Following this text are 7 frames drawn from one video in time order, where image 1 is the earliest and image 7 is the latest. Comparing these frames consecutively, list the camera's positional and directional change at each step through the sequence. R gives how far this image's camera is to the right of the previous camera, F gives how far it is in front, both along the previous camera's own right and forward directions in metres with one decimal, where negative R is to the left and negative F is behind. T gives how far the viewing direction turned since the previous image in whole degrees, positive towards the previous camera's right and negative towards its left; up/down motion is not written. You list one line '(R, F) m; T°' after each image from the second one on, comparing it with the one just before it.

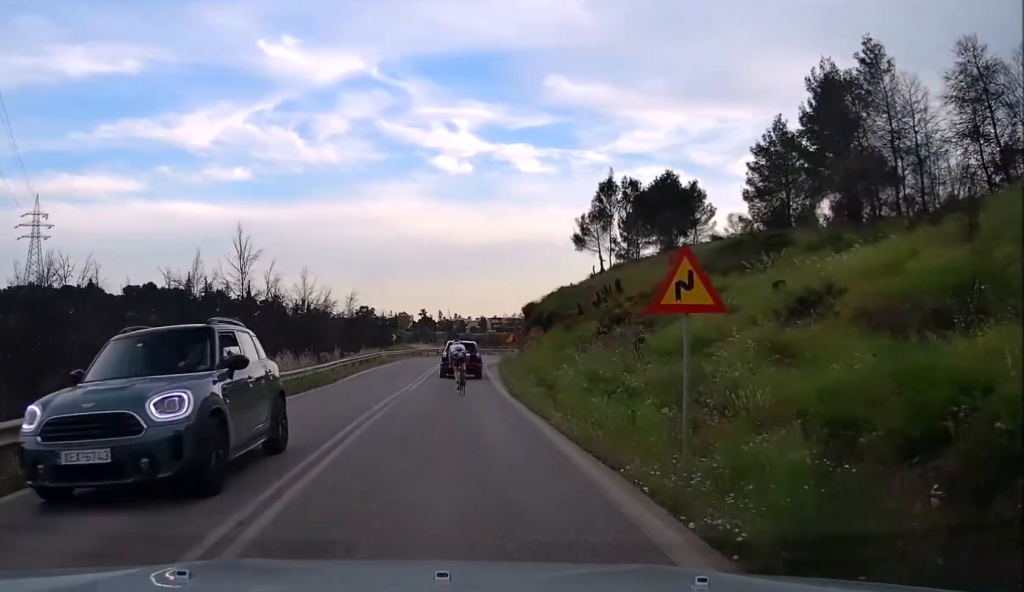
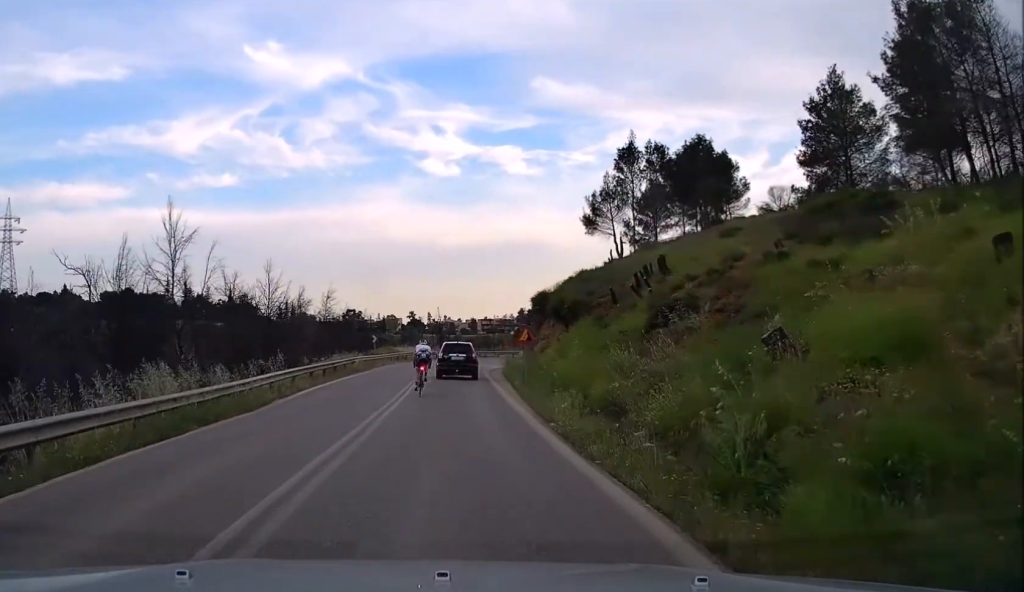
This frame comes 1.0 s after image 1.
(+0.3, +11.6) m; +1°
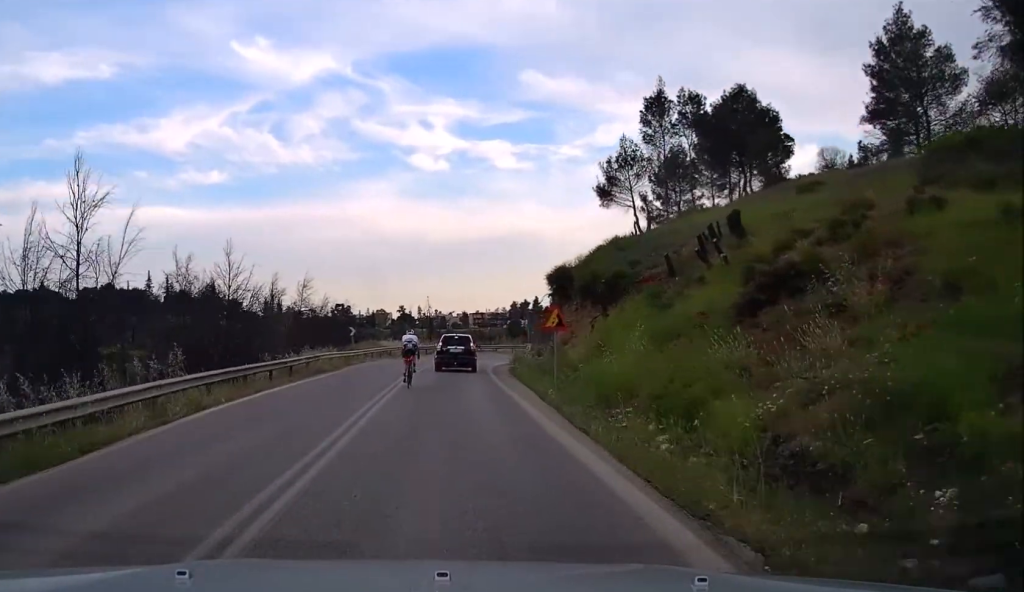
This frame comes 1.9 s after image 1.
(0.0, +10.1) m; 0°
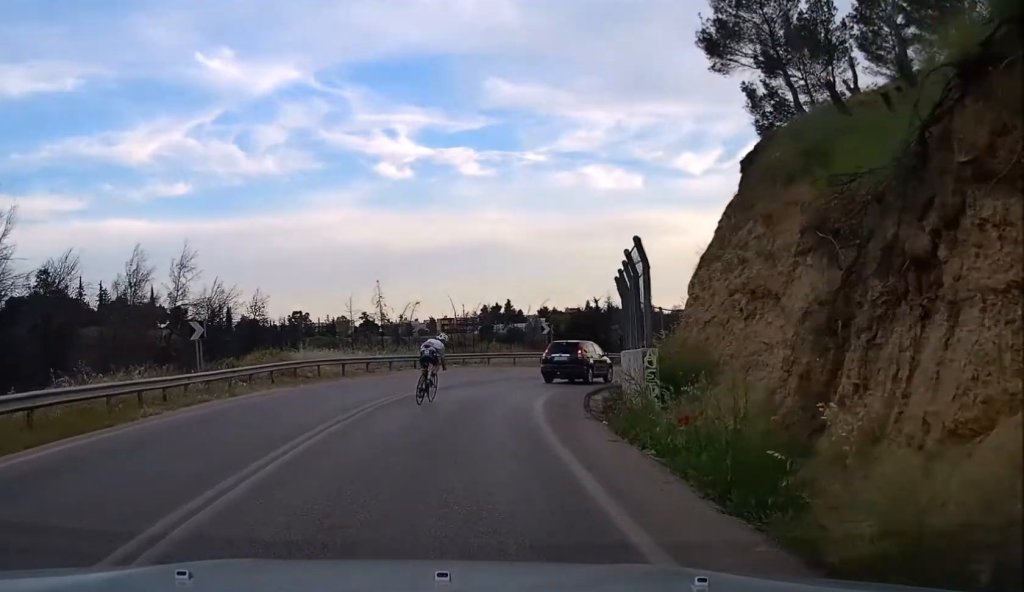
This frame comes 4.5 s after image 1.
(+1.0, +30.5) m; +4°
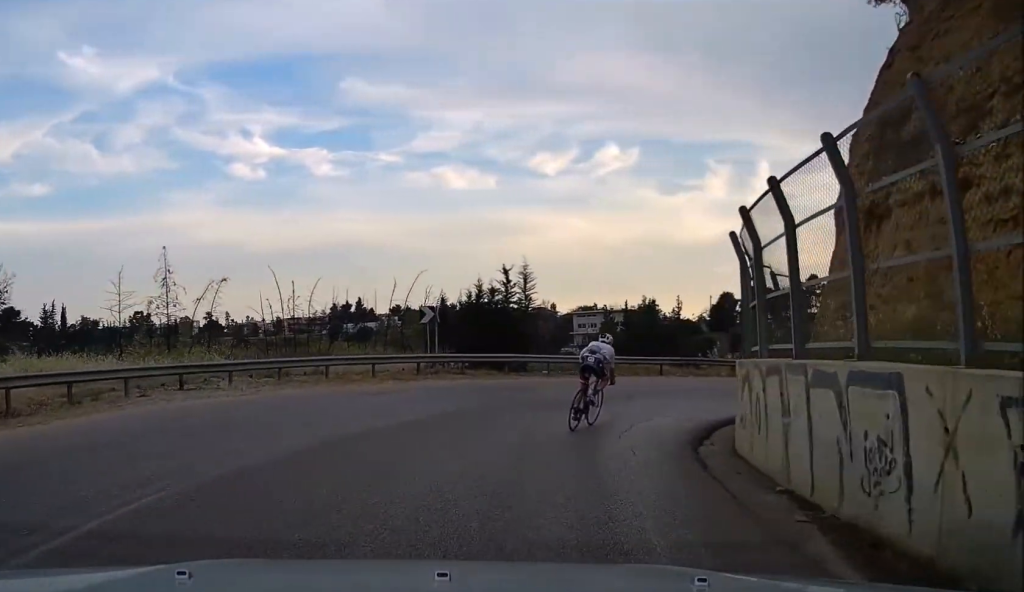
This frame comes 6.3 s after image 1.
(+0.9, +20.2) m; +8°
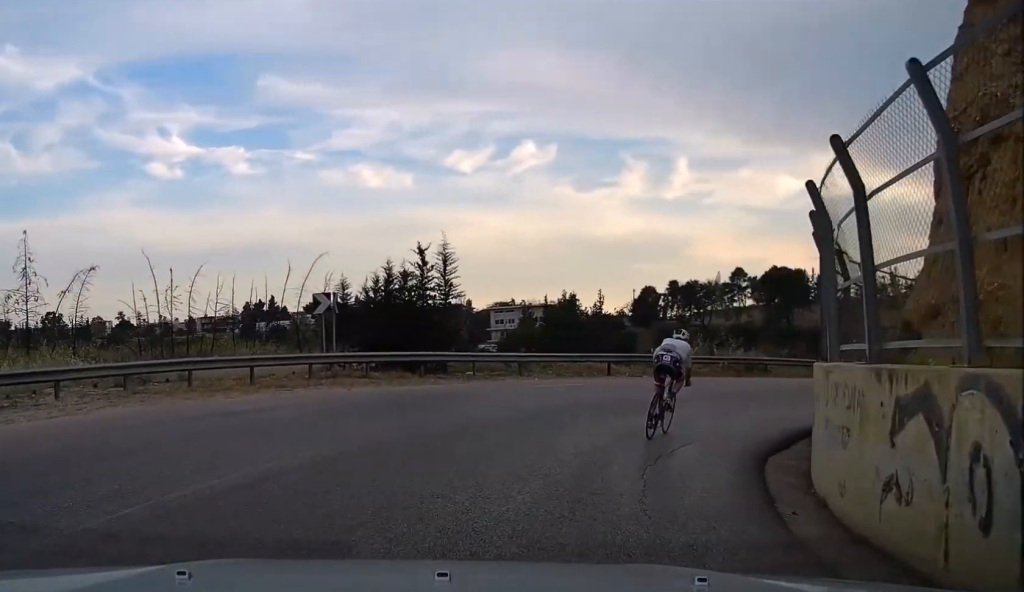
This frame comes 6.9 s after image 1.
(-0.2, +6.1) m; +5°
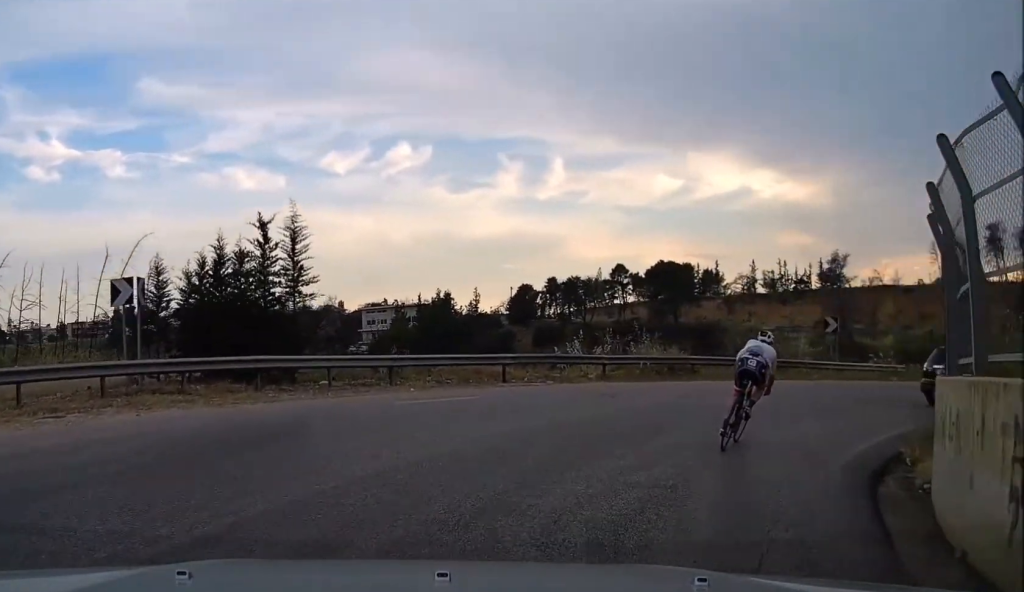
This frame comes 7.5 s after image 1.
(+0.8, +6.4) m; +15°
